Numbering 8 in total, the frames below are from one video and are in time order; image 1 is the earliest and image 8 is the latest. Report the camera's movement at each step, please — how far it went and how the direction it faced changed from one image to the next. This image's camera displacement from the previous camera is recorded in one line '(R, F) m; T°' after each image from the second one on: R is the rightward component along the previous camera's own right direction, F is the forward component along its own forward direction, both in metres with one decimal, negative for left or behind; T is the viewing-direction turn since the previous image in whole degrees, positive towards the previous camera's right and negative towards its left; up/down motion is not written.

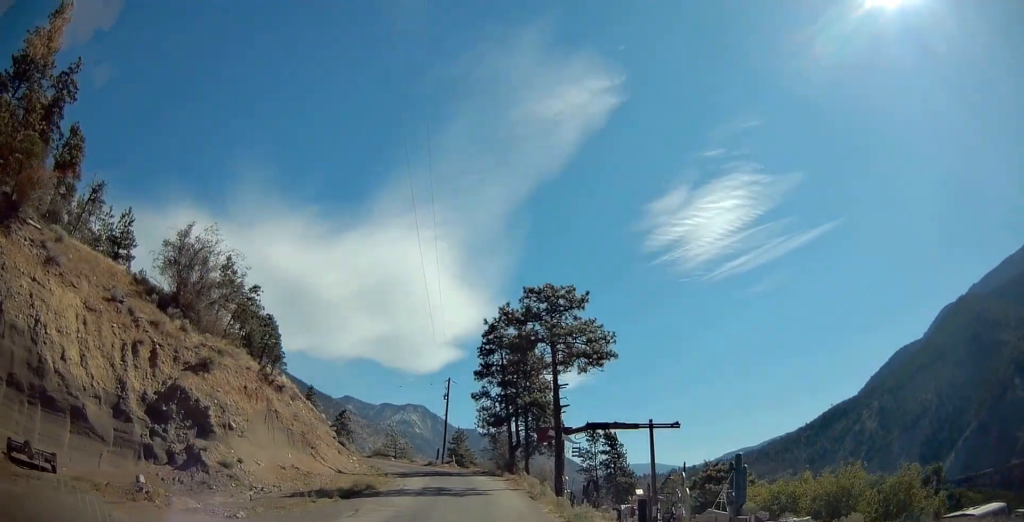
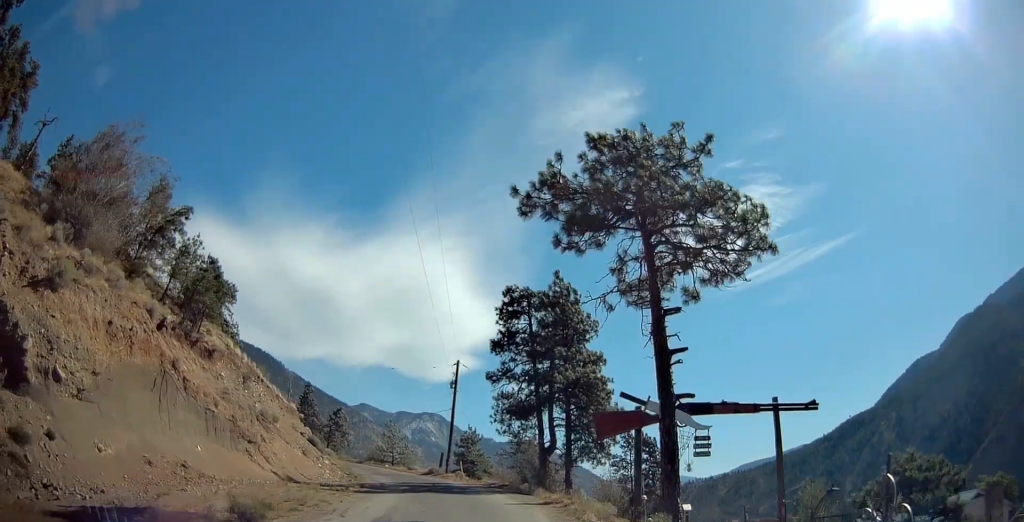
(-1.3, +14.9) m; -9°
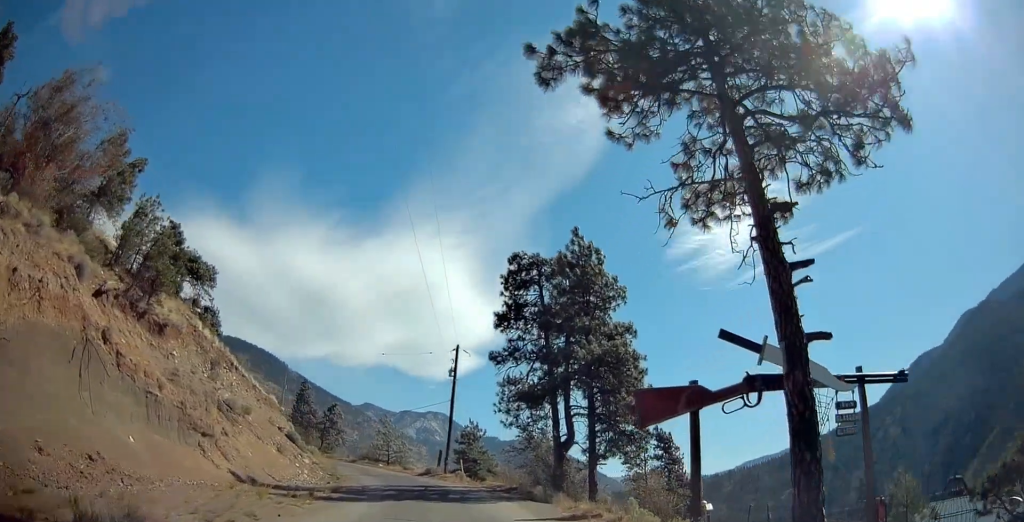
(-0.2, +6.0) m; -1°
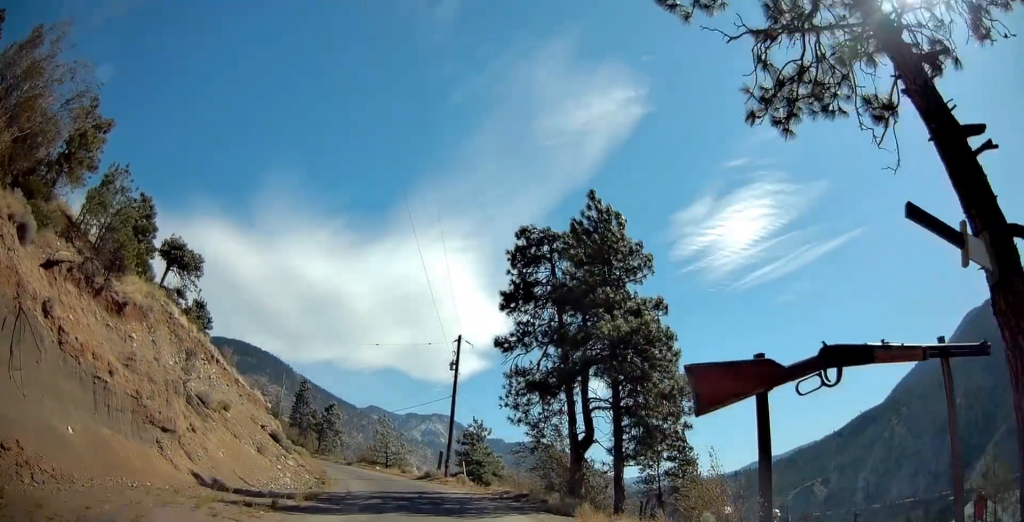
(0.0, +4.1) m; 0°
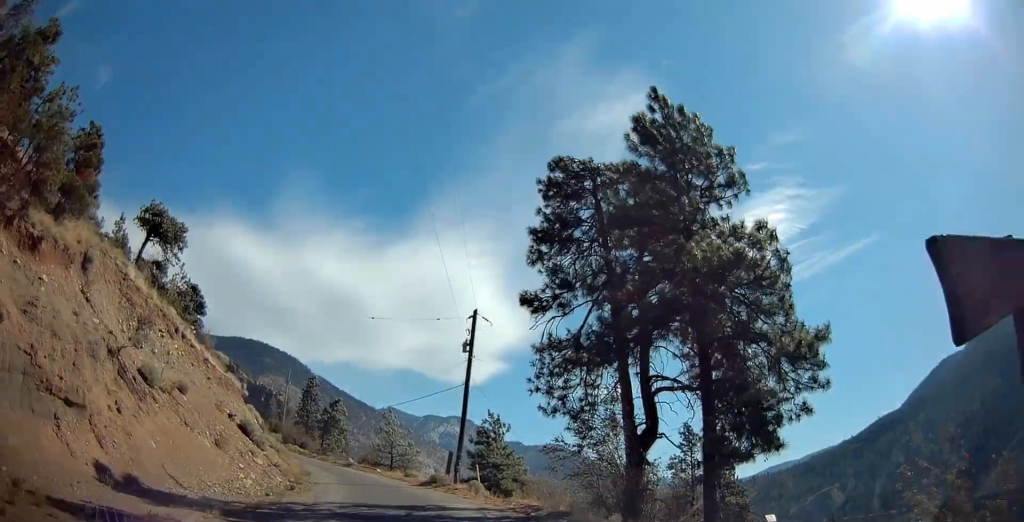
(+0.1, +7.2) m; 0°
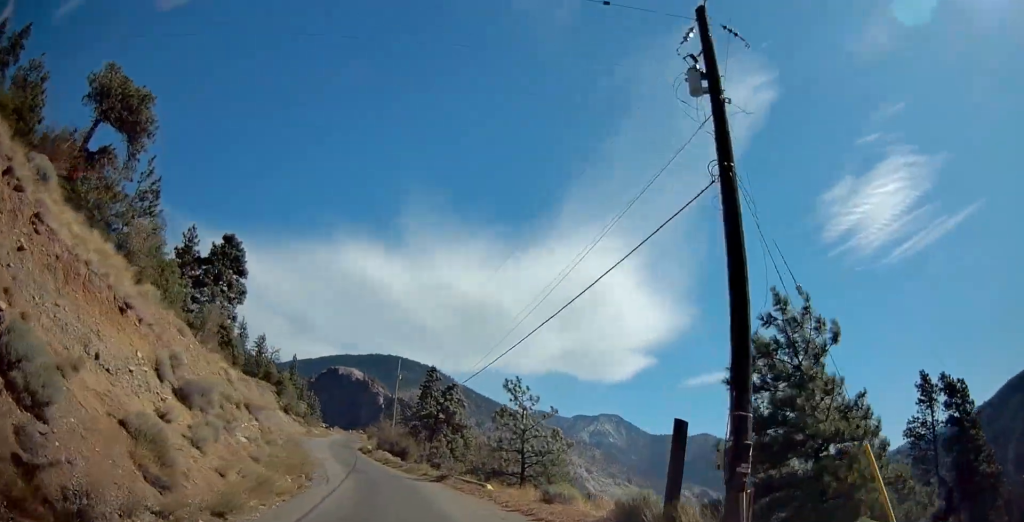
(-1.2, +23.4) m; -9°
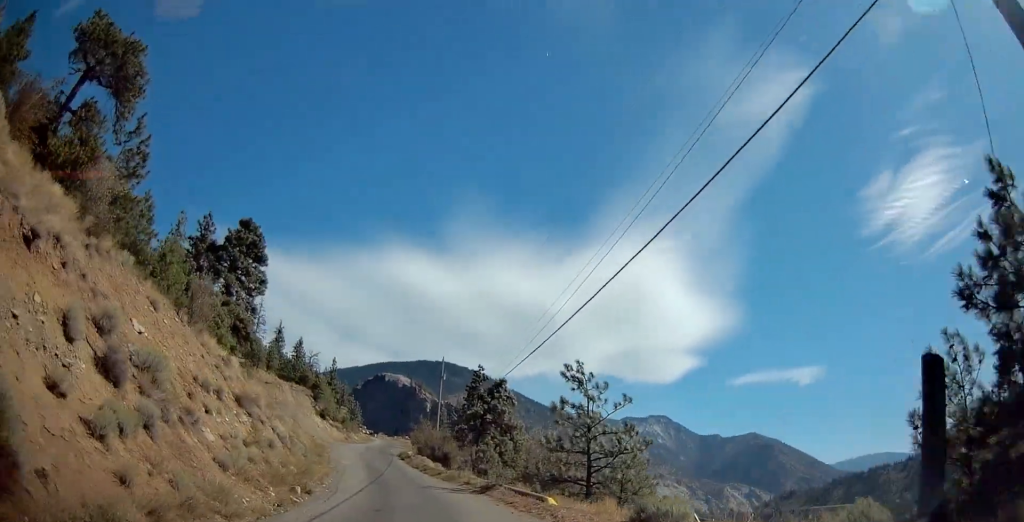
(-0.1, +5.8) m; -4°
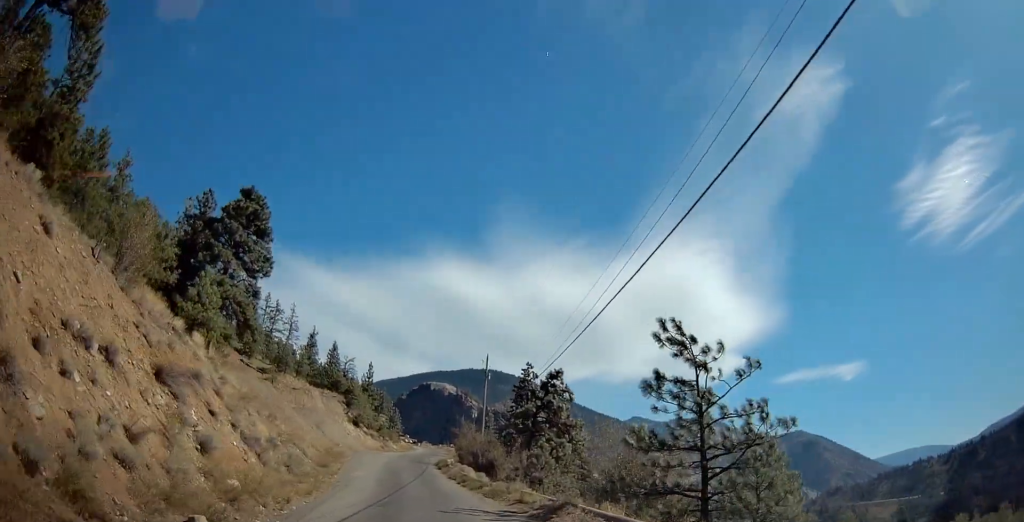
(-0.5, +8.3) m; -6°
